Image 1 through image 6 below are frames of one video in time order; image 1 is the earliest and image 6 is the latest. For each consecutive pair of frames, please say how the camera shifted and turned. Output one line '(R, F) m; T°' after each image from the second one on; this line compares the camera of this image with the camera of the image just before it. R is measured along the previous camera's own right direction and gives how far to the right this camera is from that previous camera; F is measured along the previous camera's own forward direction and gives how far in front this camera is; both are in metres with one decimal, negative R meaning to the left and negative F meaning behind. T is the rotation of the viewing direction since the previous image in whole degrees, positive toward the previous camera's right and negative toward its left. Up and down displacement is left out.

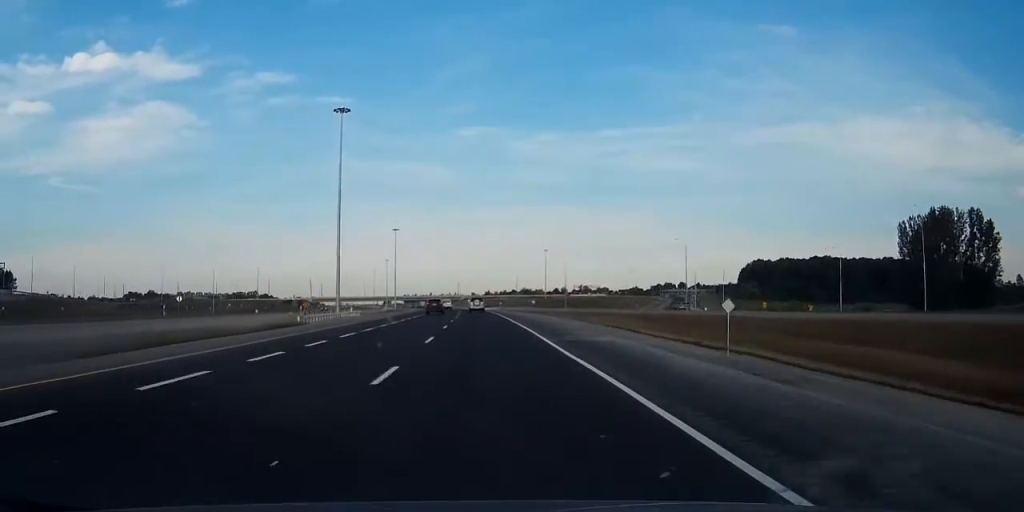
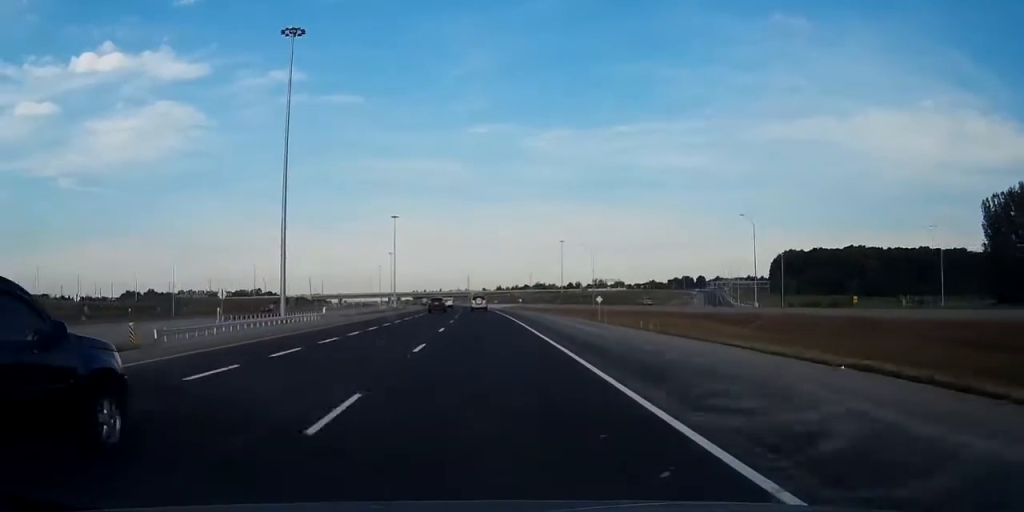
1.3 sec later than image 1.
(-0.7, +38.2) m; -2°
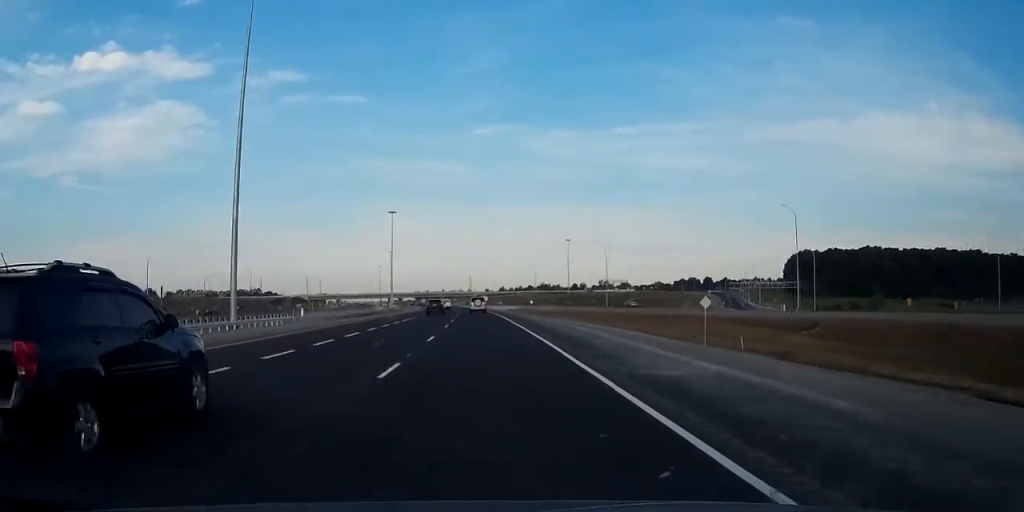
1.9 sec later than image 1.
(-0.2, +18.1) m; -1°
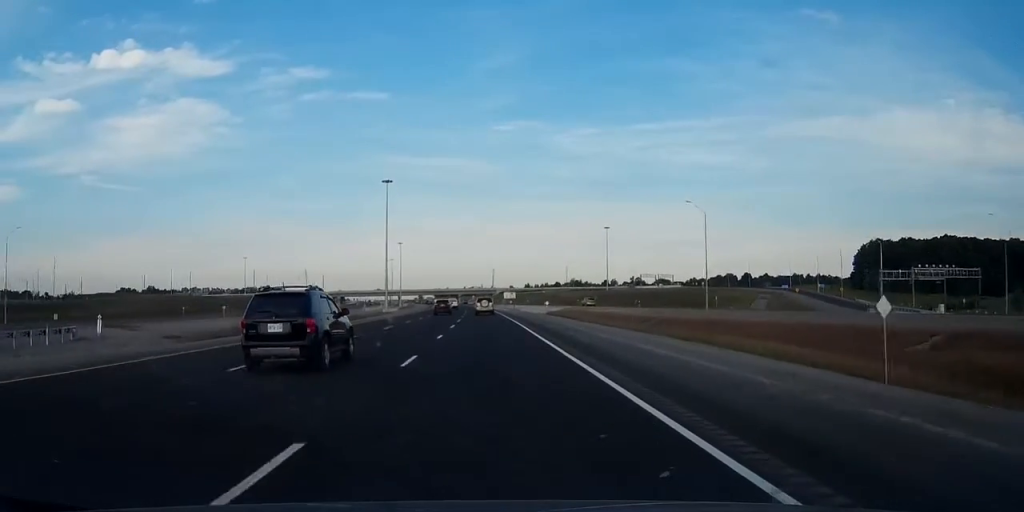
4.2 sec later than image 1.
(-1.3, +69.1) m; -2°
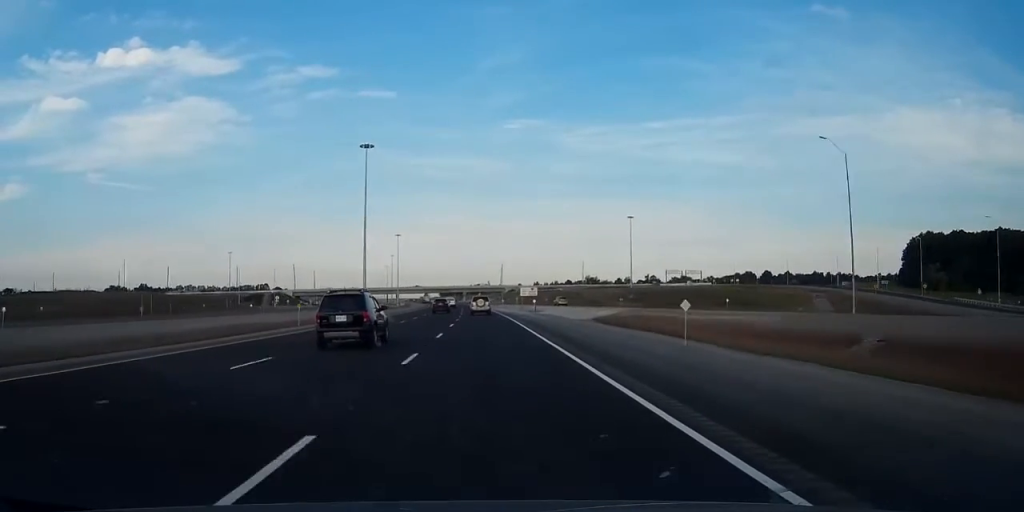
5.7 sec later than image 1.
(-0.3, +47.8) m; -1°
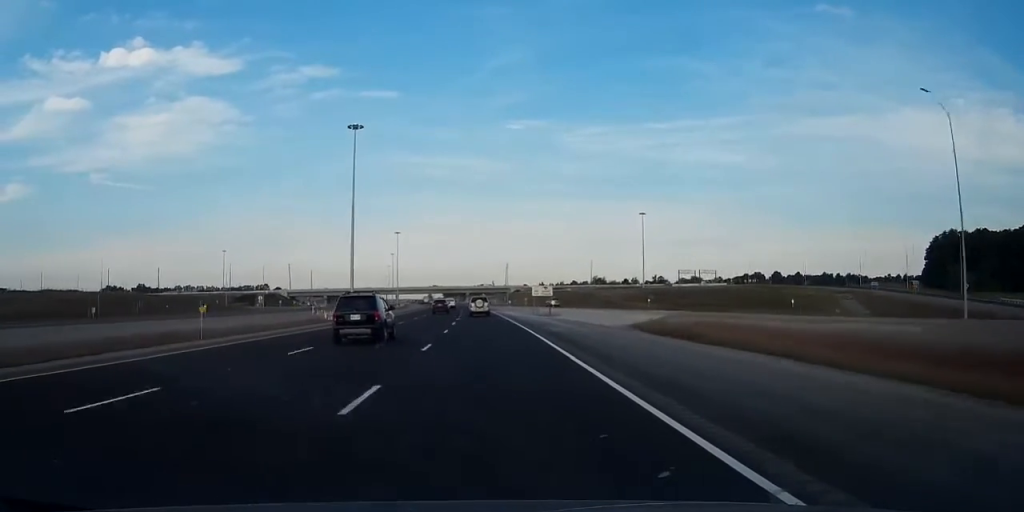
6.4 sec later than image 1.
(-0.1, +19.3) m; -1°
